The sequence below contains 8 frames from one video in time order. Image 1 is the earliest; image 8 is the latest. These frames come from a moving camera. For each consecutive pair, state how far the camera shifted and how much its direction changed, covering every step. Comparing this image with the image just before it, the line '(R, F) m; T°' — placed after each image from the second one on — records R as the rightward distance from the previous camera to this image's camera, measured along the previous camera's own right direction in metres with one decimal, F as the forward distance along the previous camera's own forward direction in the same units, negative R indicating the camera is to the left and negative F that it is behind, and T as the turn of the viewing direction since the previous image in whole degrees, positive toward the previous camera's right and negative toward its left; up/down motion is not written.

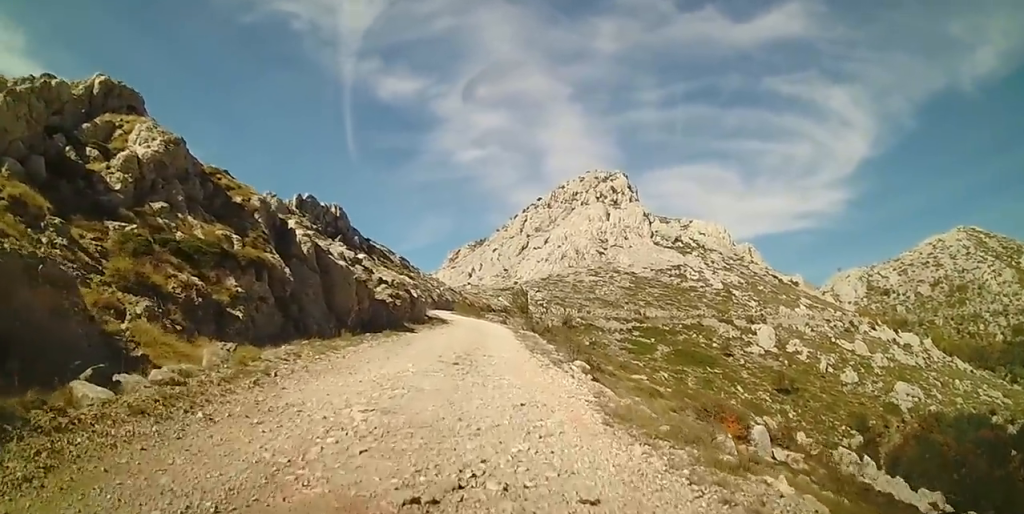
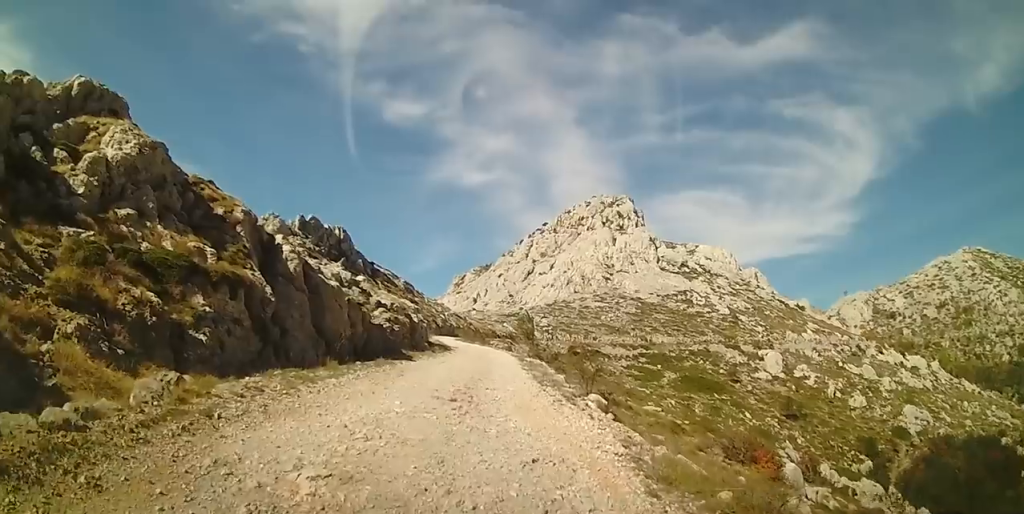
(-0.2, +2.0) m; -3°
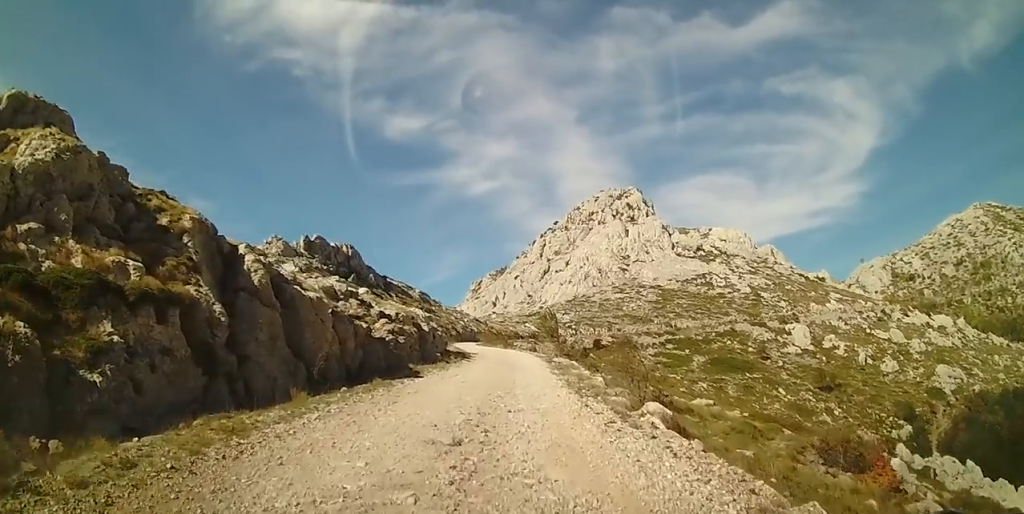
(-0.2, +3.5) m; -3°
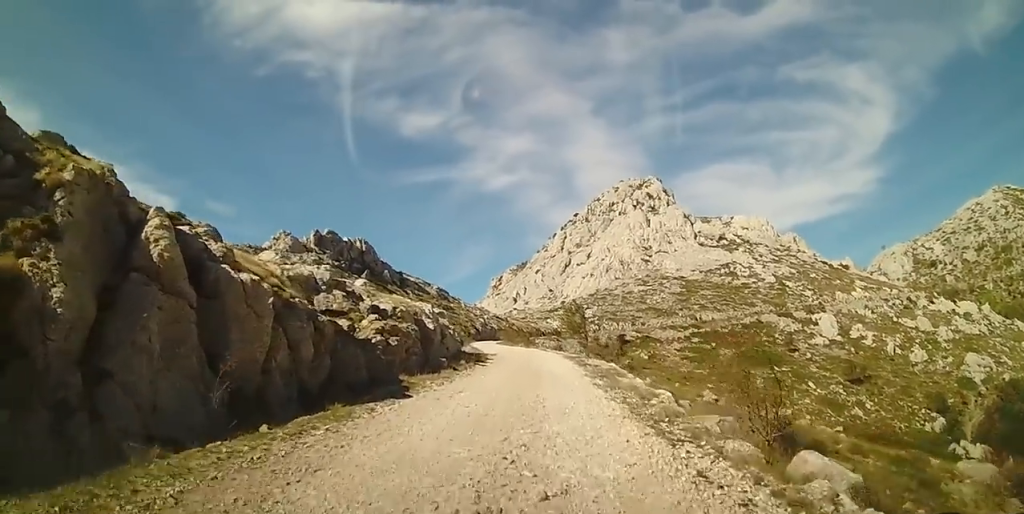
(-0.1, +4.5) m; -1°
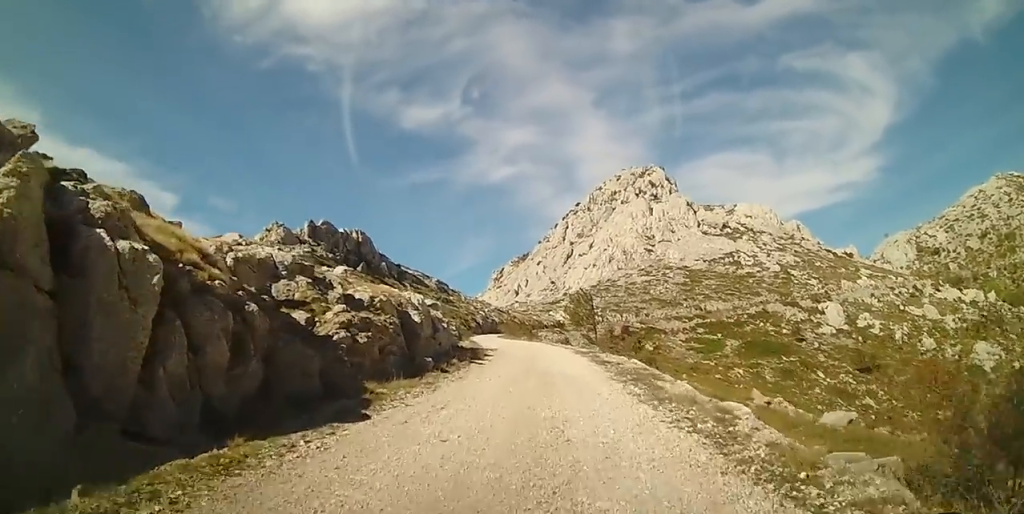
(0.0, +3.4) m; -1°
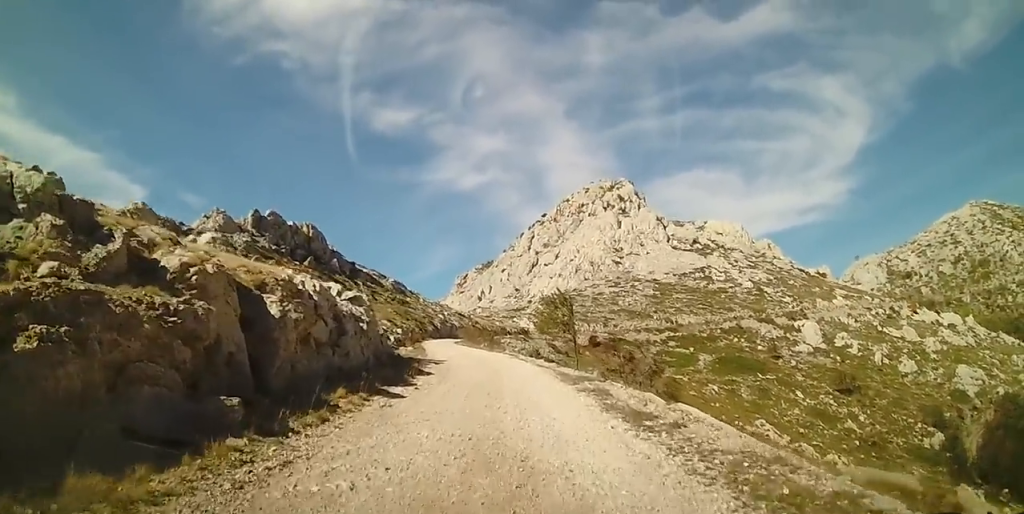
(-0.1, +9.3) m; +1°
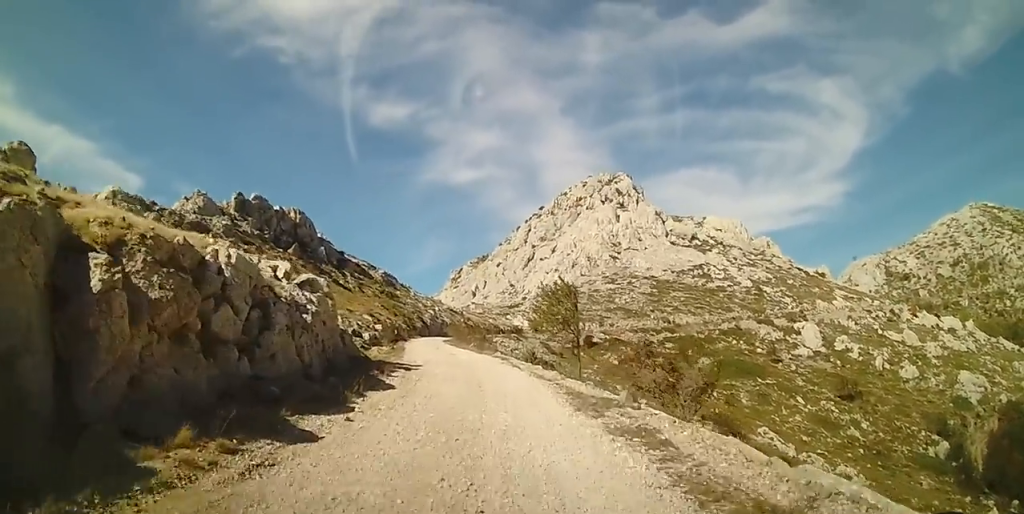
(+0.1, +4.7) m; +2°
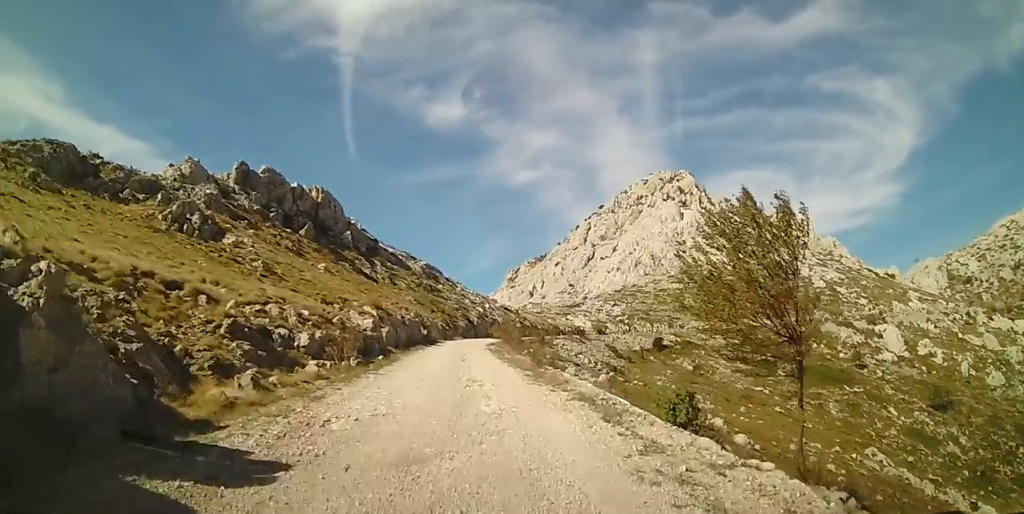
(+0.5, +16.7) m; -5°
